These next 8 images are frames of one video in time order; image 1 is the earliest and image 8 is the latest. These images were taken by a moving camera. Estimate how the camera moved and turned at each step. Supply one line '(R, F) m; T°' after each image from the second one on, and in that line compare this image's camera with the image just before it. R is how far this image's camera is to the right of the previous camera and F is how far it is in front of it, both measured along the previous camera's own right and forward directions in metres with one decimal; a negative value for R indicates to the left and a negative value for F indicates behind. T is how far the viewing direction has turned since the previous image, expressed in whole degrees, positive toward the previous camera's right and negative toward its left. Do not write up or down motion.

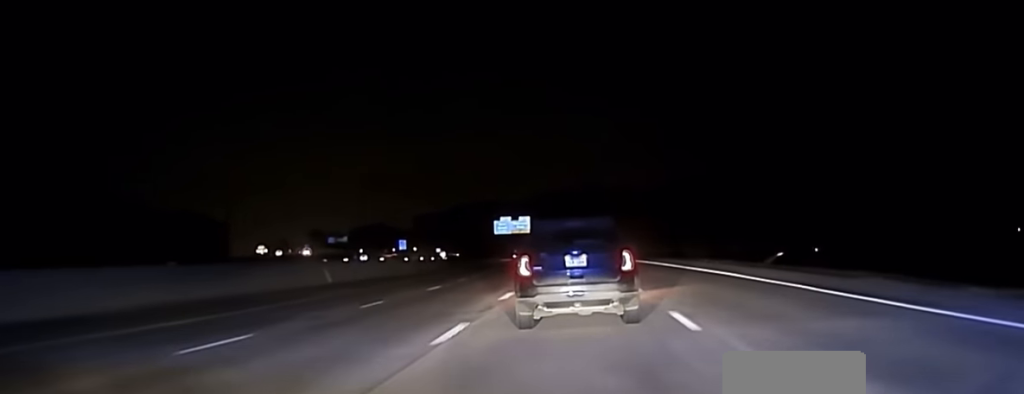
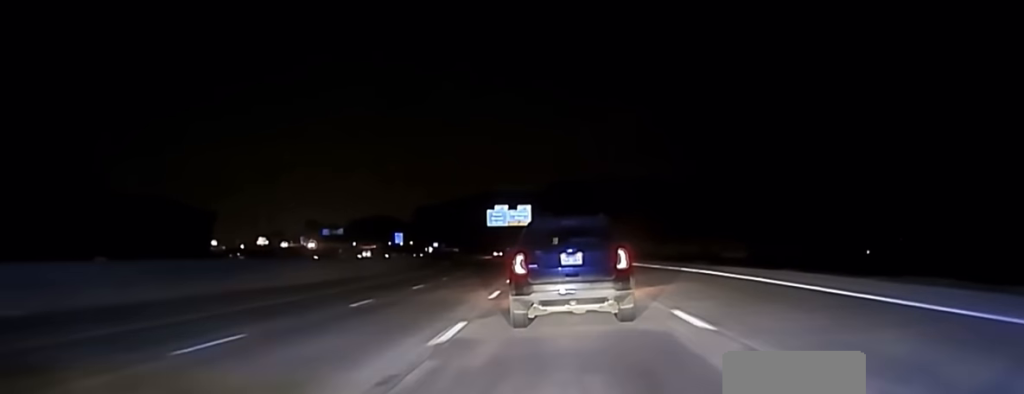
(0.0, +40.4) m; -1°
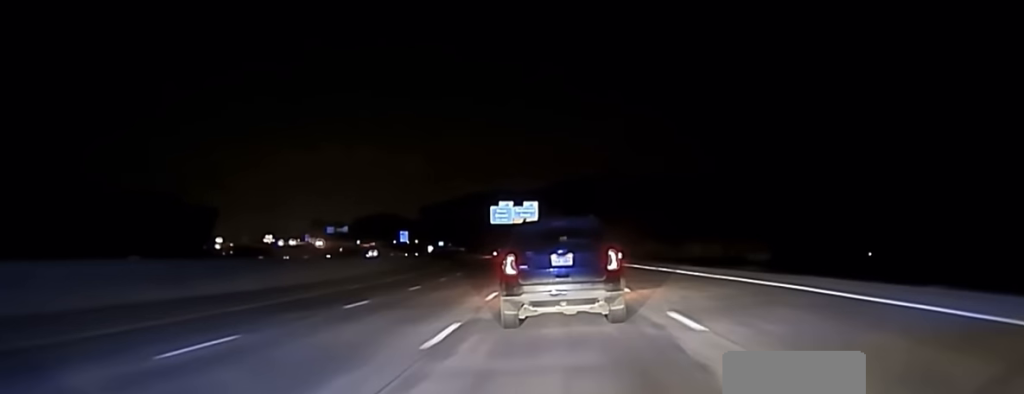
(-0.2, +12.7) m; -1°
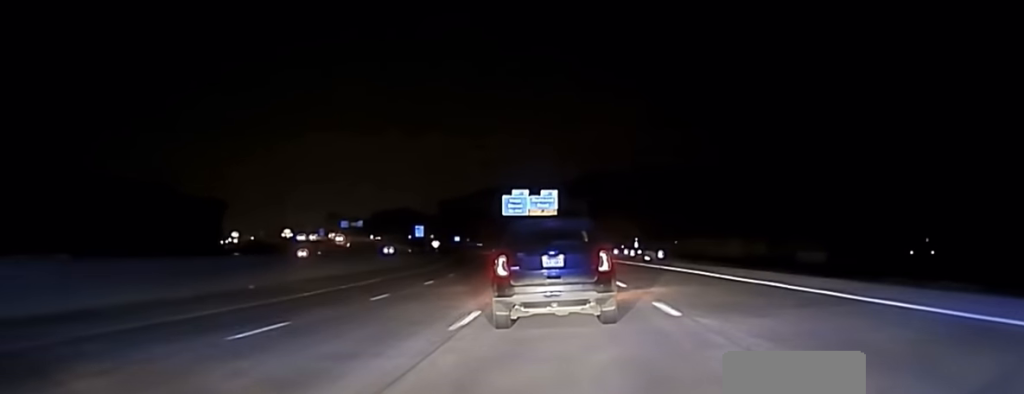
(-0.3, +21.4) m; -1°
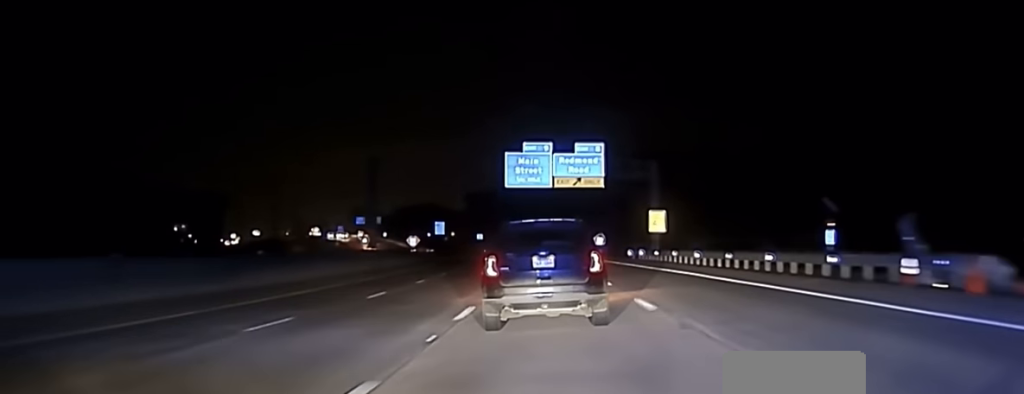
(-1.1, +52.8) m; -3°
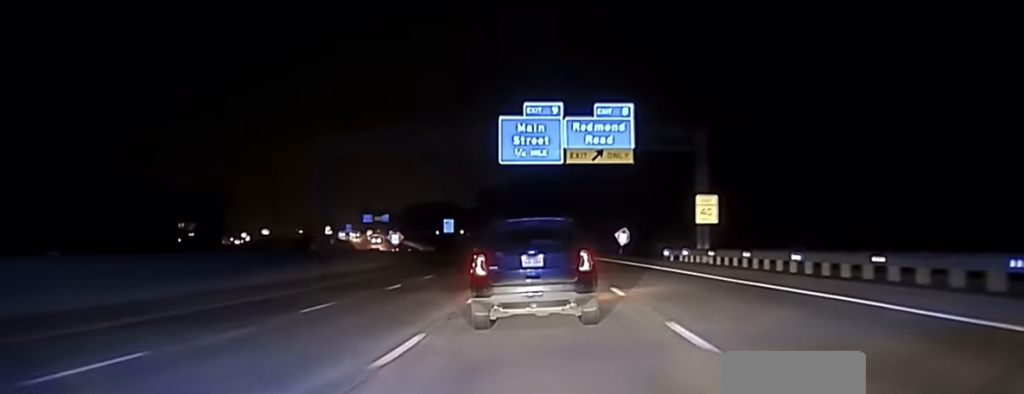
(-0.2, +17.2) m; -1°
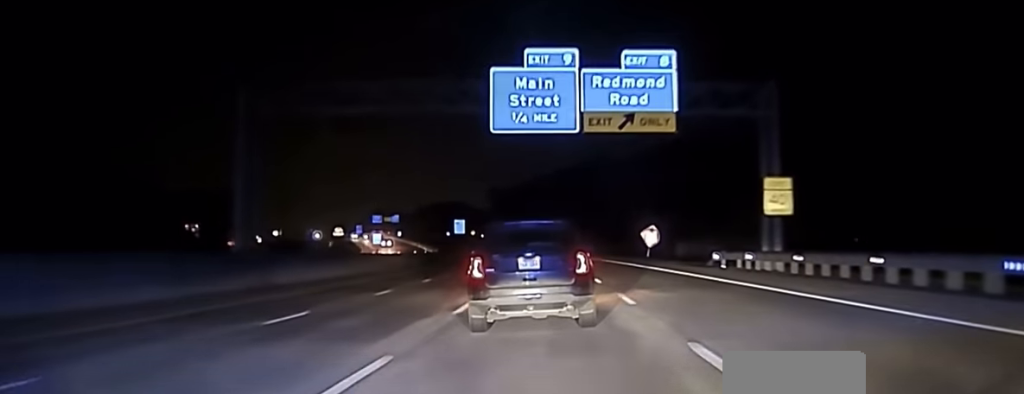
(-0.1, +14.8) m; 0°
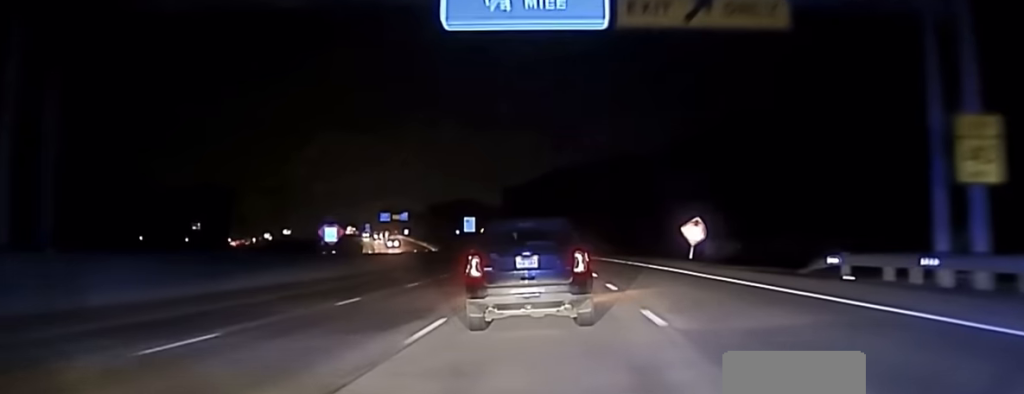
(-0.1, +18.9) m; -1°
